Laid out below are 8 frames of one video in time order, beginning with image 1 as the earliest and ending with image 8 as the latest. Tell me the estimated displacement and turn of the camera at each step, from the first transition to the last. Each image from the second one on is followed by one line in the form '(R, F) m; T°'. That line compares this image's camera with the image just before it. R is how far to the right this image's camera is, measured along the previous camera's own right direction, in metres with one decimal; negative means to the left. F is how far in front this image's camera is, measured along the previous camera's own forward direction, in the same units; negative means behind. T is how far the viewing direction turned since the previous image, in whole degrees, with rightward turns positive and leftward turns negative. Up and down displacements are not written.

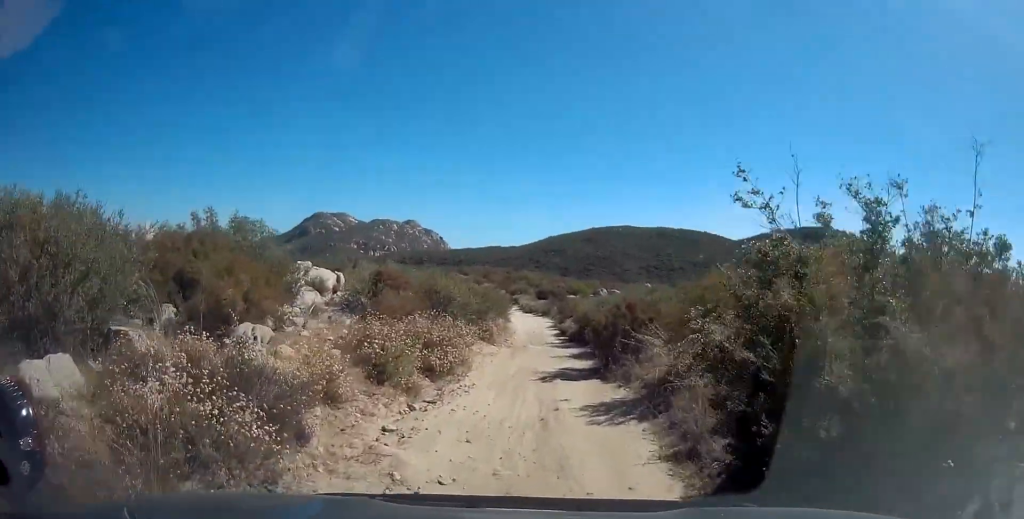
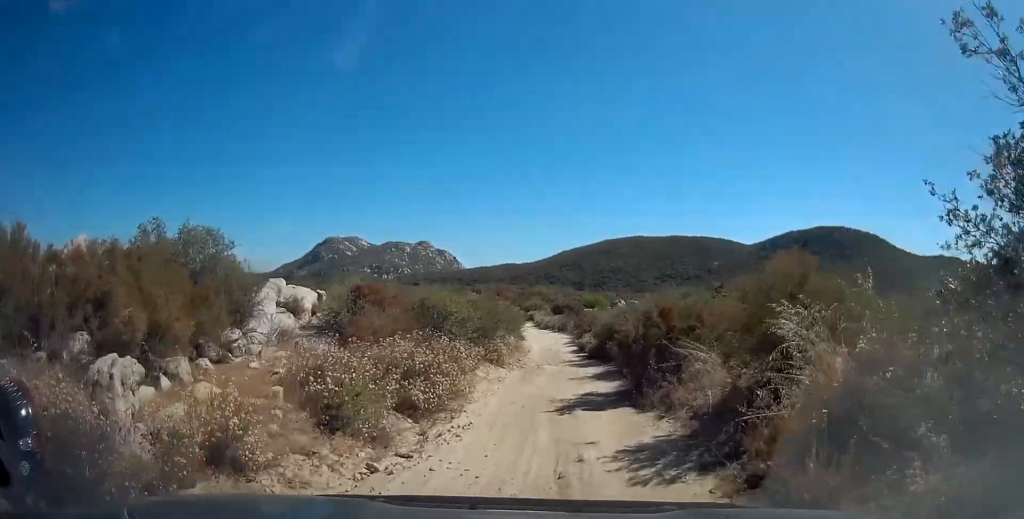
(0.0, +3.1) m; 0°
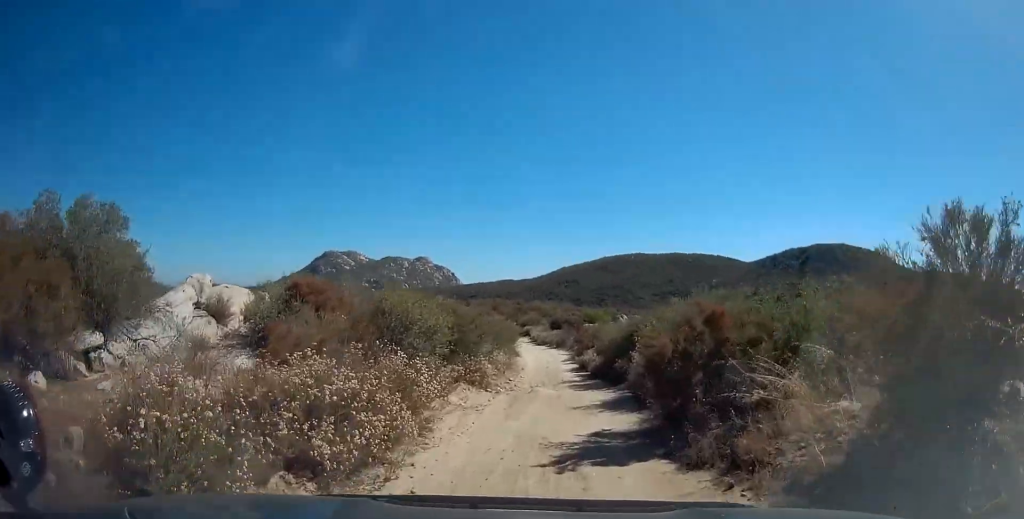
(+0.5, +3.8) m; -1°
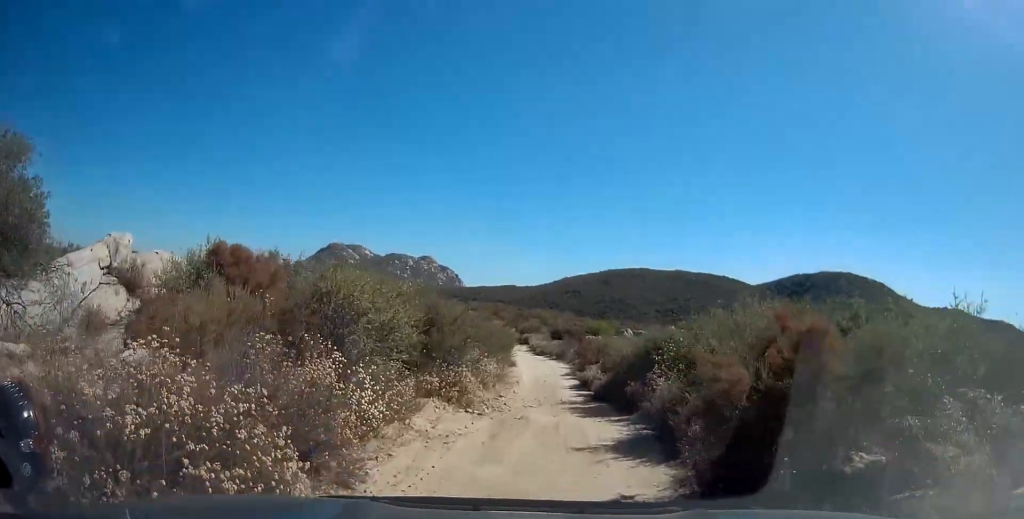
(-0.5, +3.2) m; -1°
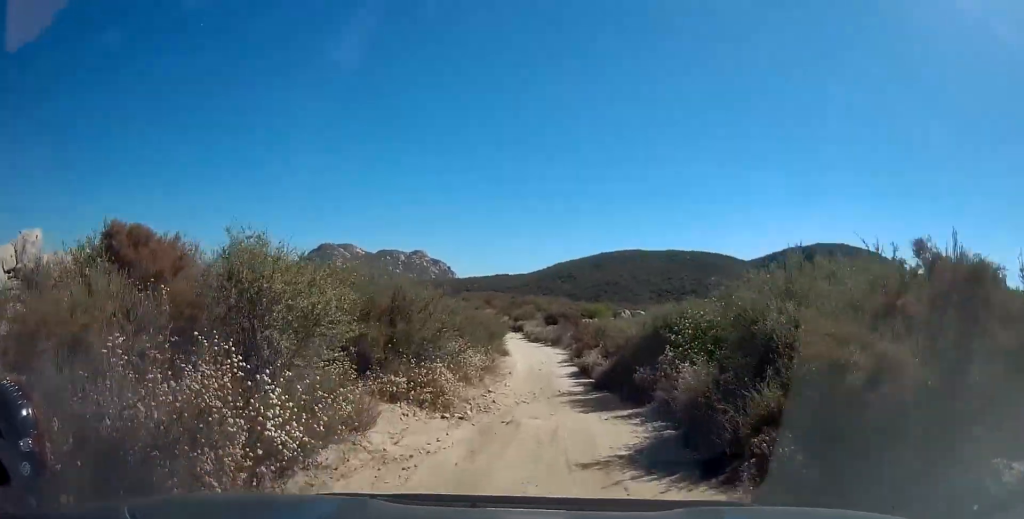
(-0.3, +2.3) m; 0°
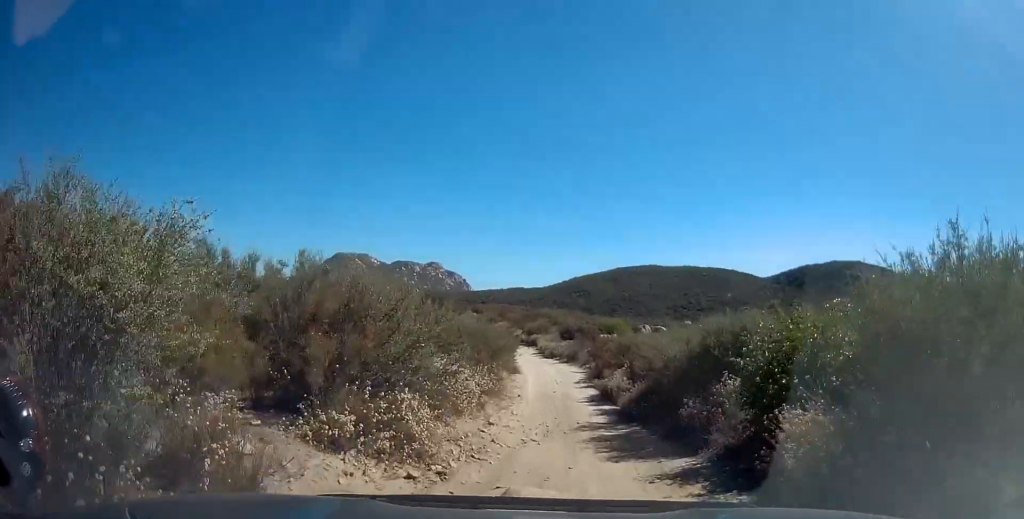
(+0.4, +3.5) m; 0°
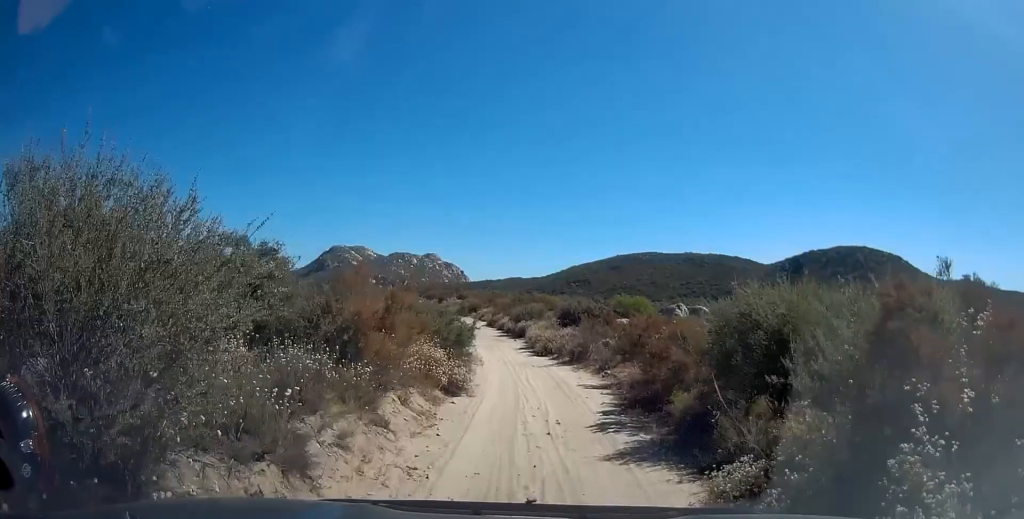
(0.0, +17.1) m; -2°
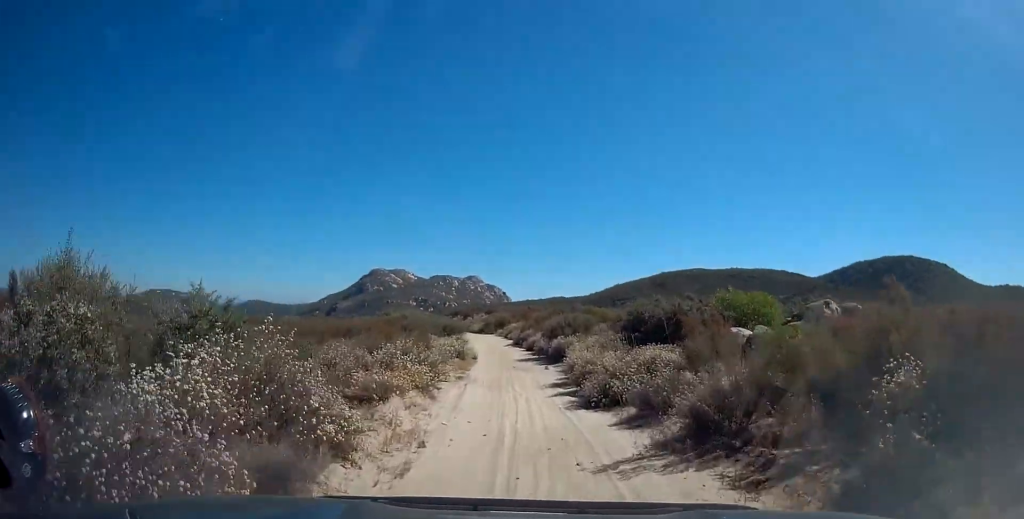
(-0.5, +17.1) m; -2°
